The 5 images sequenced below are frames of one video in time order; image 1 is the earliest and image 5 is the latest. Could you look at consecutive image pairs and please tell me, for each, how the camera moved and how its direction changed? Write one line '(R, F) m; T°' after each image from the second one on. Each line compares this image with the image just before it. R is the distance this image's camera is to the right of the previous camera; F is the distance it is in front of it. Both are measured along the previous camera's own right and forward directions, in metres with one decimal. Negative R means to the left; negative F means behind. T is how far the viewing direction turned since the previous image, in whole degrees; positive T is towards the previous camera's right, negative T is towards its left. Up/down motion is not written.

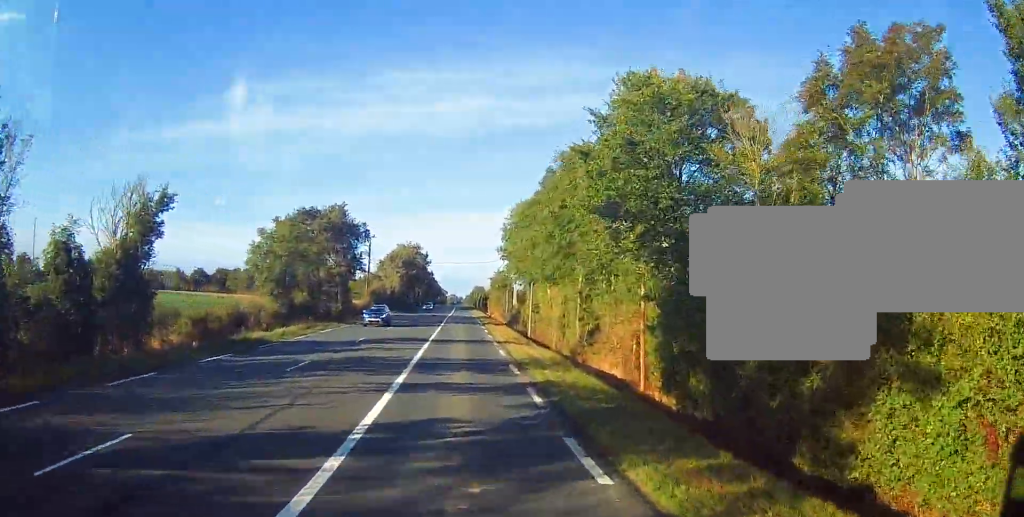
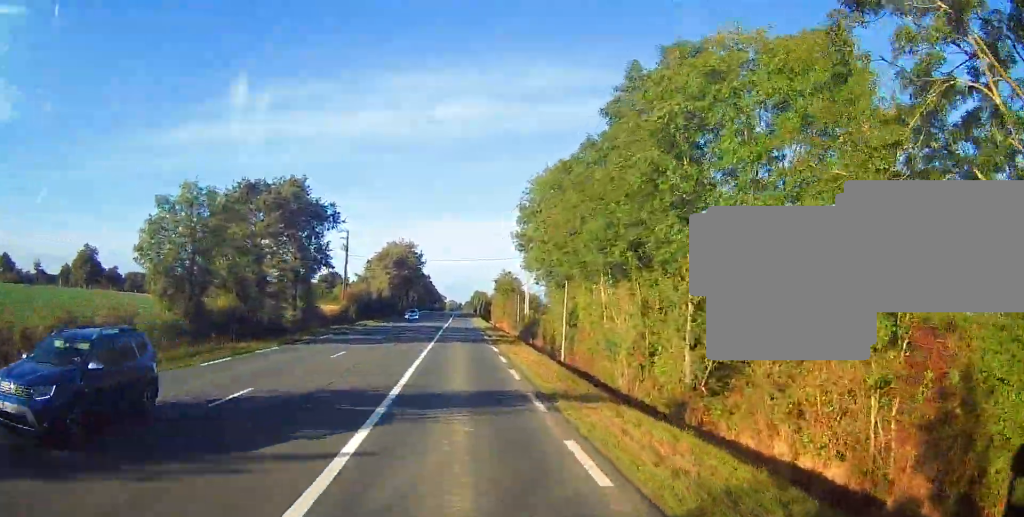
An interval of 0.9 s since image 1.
(+0.2, +19.5) m; 0°
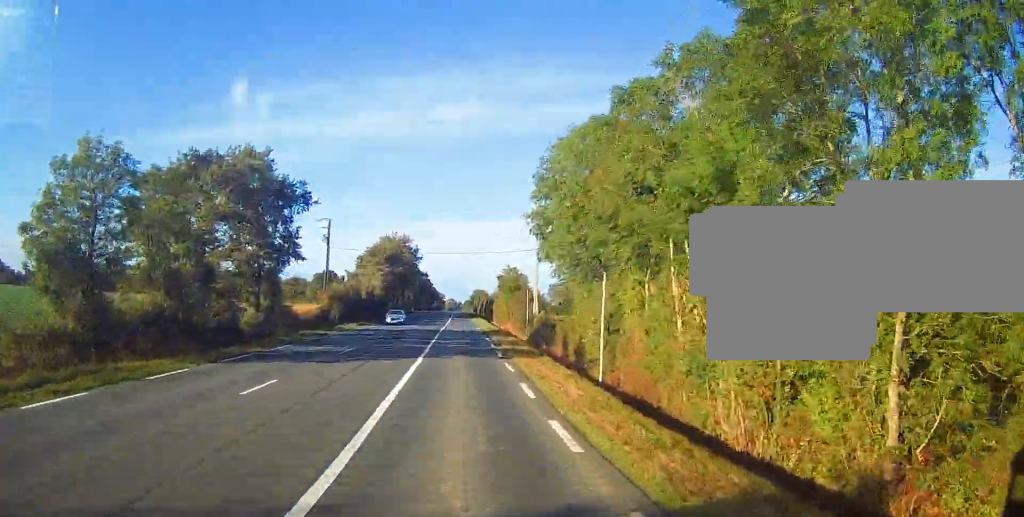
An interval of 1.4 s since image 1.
(0.0, +10.7) m; 0°
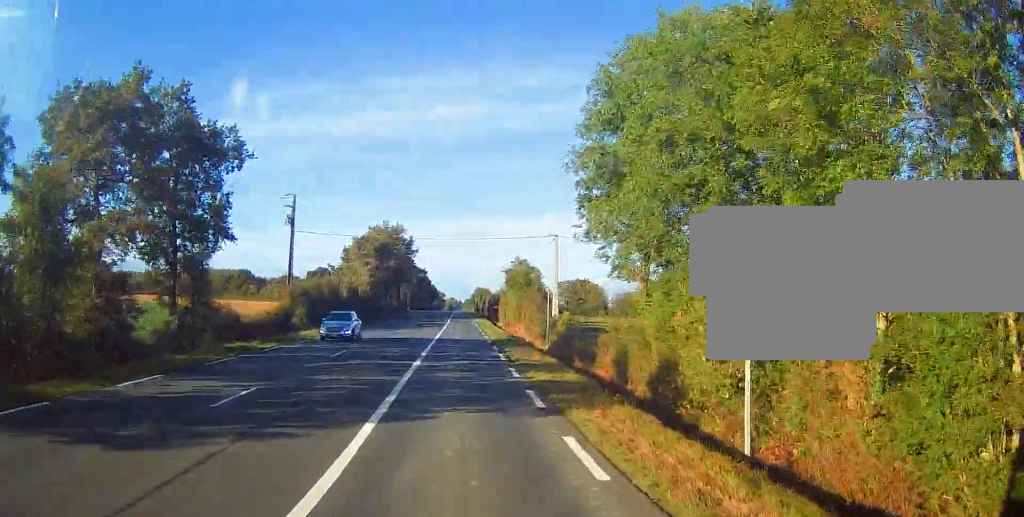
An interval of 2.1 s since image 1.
(0.0, +15.0) m; -1°
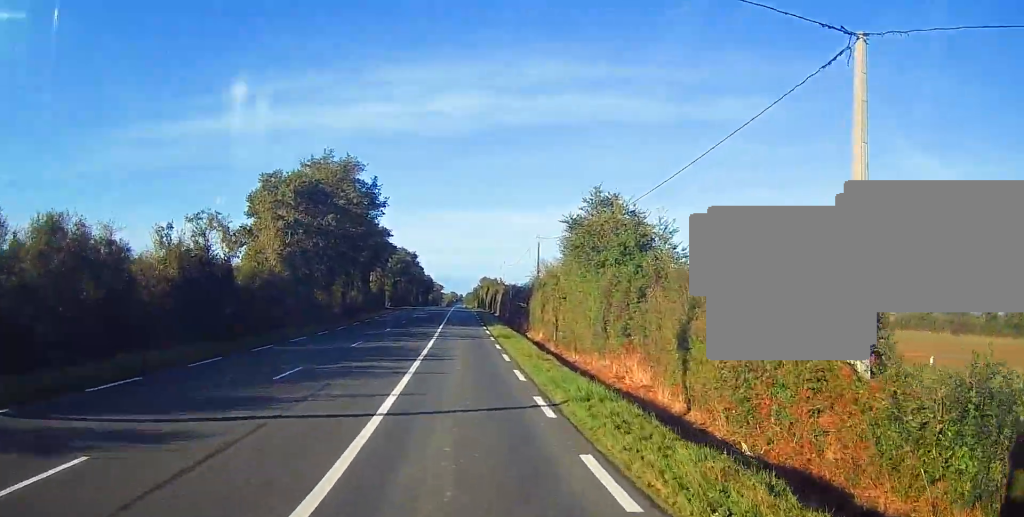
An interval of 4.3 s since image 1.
(-0.4, +47.5) m; 0°
